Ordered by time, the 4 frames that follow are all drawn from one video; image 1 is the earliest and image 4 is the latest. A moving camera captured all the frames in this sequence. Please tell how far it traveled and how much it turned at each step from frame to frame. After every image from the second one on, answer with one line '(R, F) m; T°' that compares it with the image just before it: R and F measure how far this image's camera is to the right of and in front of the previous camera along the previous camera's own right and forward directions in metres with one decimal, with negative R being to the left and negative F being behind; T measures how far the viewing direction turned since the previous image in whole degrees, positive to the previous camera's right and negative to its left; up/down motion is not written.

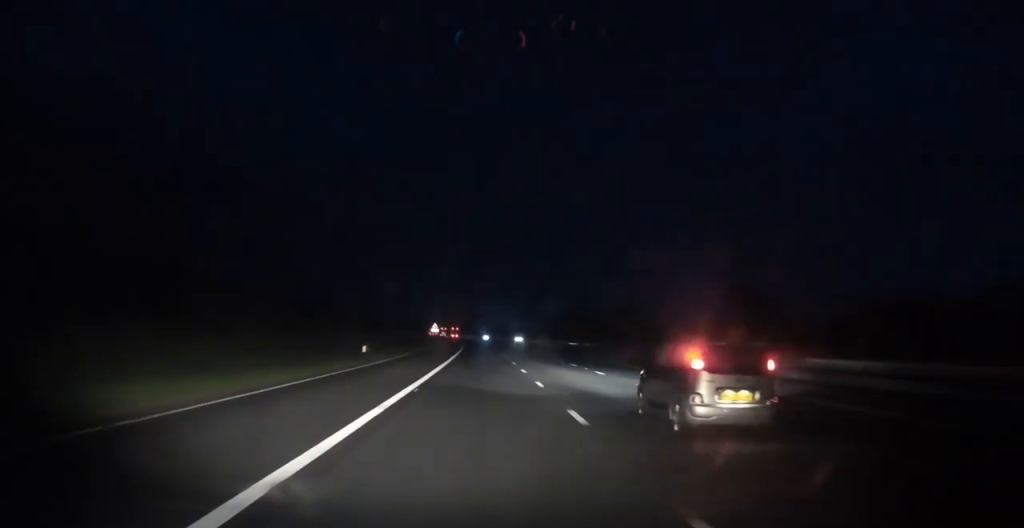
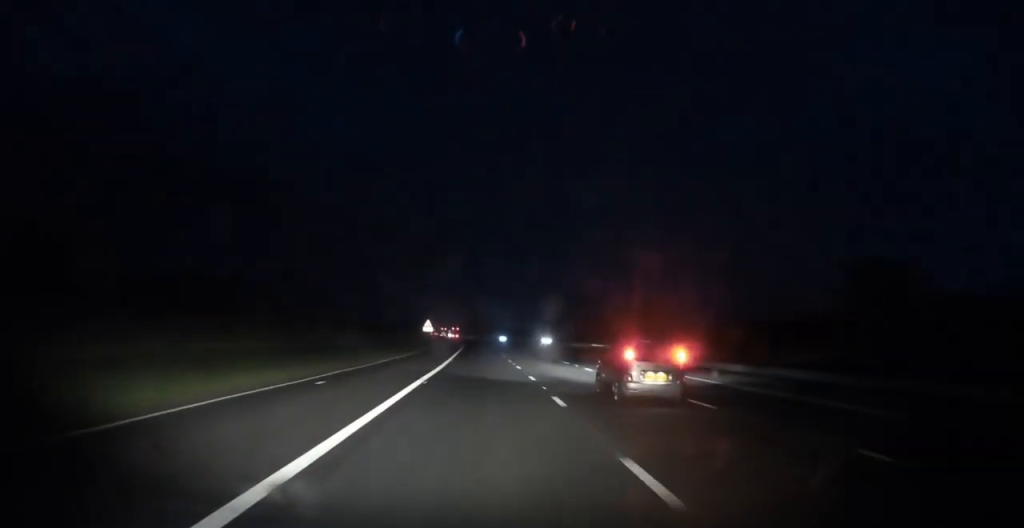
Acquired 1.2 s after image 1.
(-0.3, +32.0) m; -1°
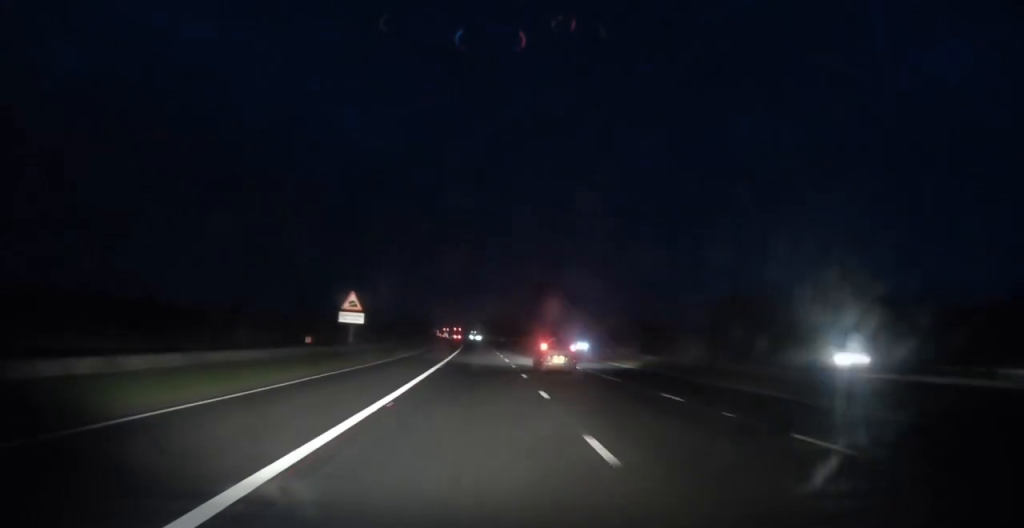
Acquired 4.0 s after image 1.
(-0.5, +76.3) m; -2°
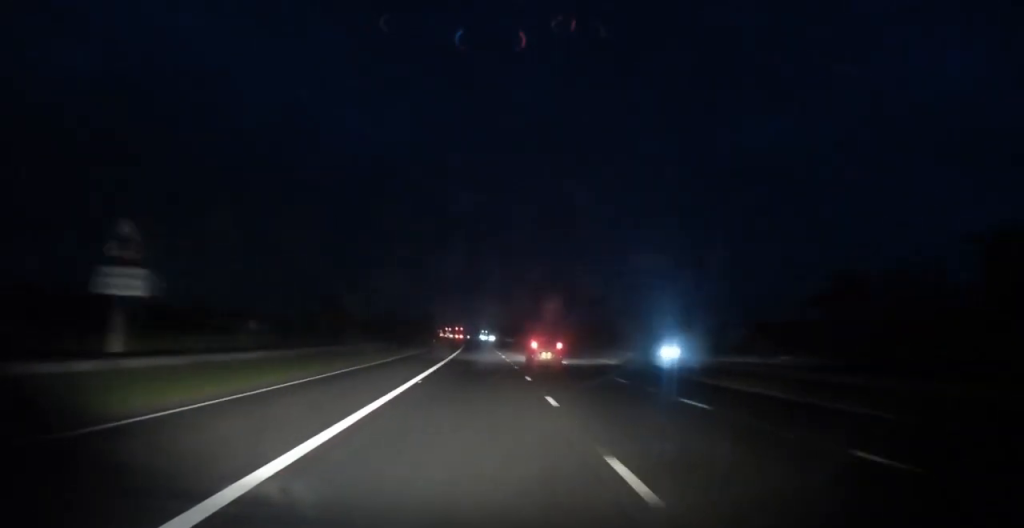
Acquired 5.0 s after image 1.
(-0.2, +28.0) m; -1°
